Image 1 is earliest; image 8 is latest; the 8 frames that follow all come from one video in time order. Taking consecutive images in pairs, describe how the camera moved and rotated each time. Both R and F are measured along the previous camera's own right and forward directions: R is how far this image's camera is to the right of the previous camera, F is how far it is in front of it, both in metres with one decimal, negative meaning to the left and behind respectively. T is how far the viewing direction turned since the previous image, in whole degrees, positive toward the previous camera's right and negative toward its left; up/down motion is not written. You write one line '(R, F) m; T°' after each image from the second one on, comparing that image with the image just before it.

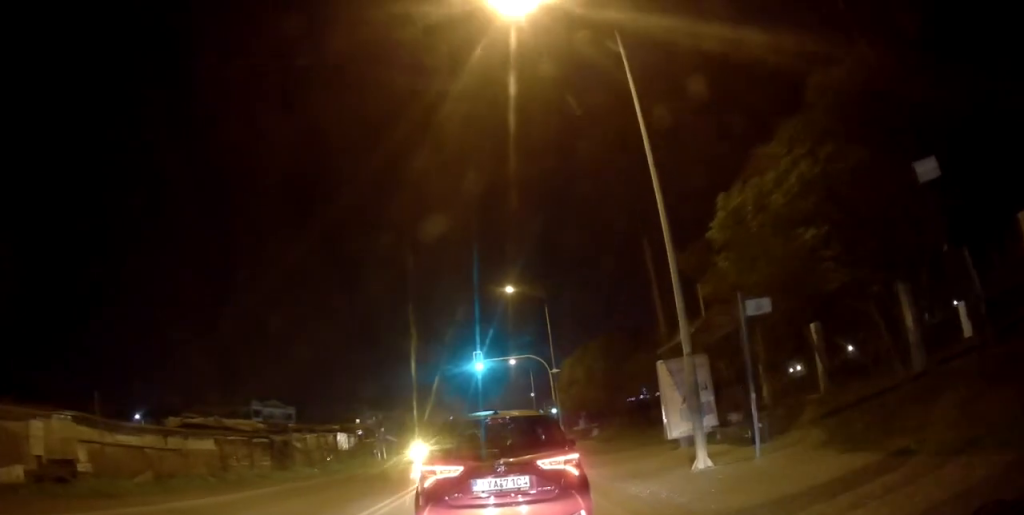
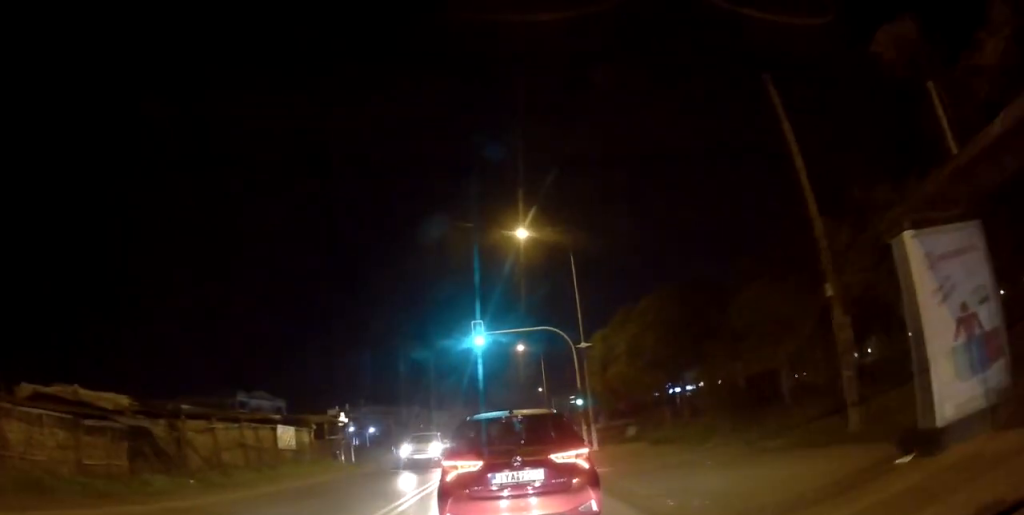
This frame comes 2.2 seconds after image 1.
(-0.2, +10.2) m; +1°
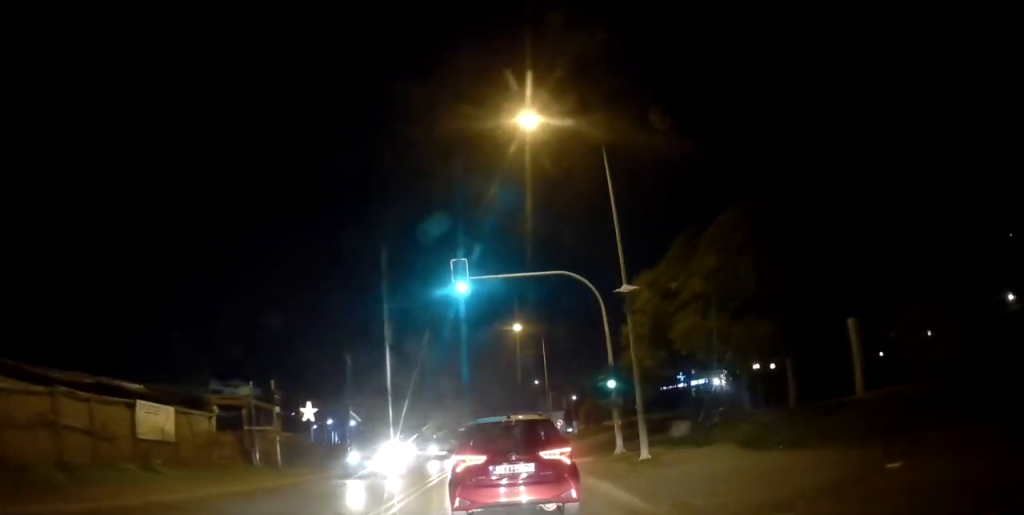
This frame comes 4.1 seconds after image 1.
(+0.2, +10.4) m; -1°
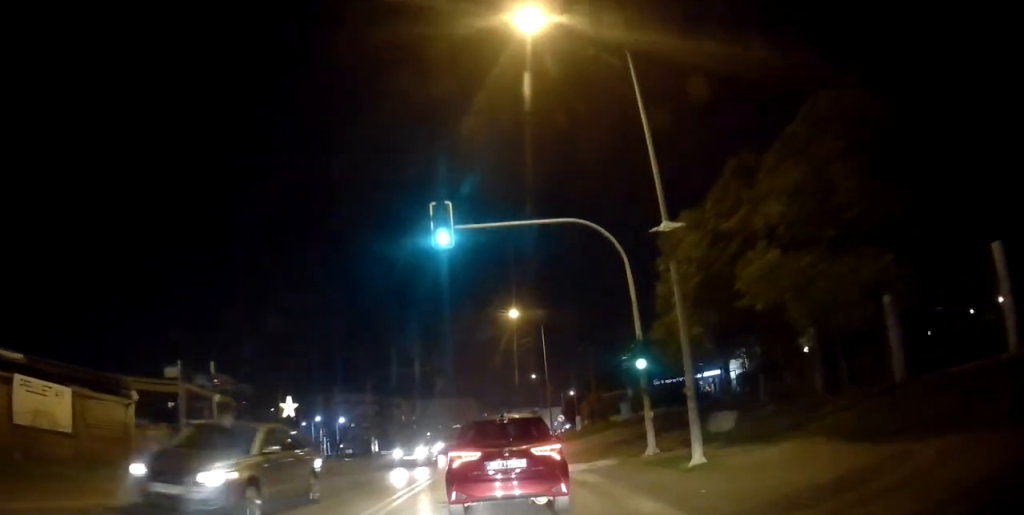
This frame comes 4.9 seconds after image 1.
(-0.1, +4.8) m; 0°
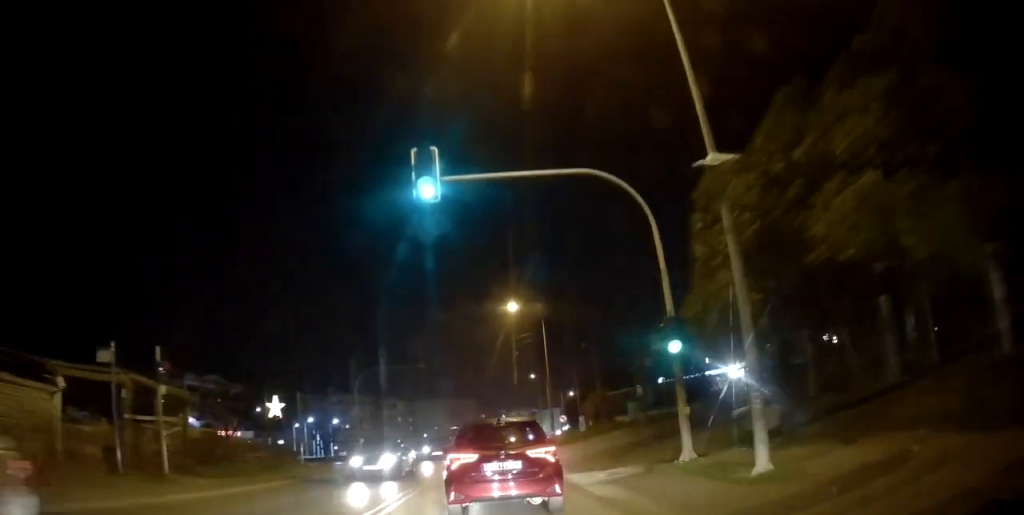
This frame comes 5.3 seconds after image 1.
(-0.2, +3.1) m; +1°
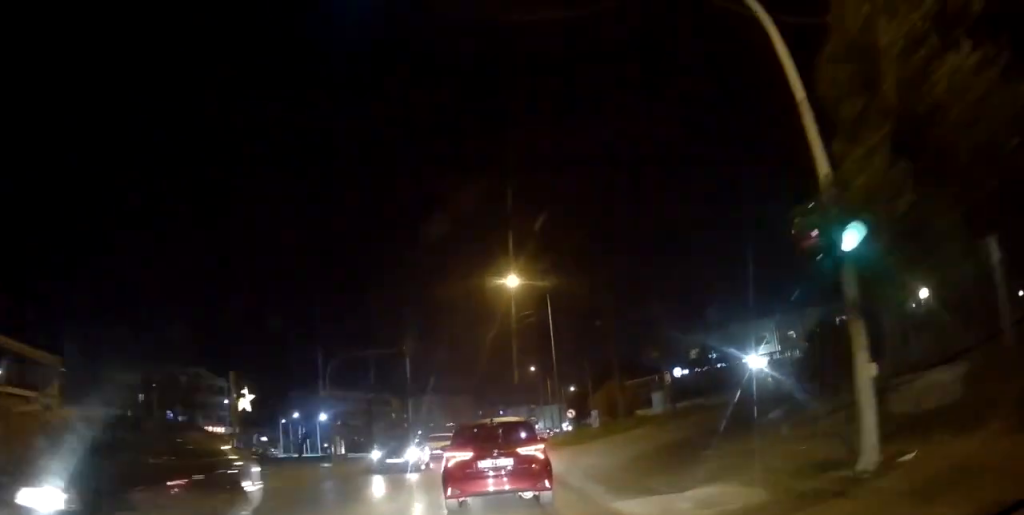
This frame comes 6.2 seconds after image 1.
(+0.4, +6.8) m; +4°
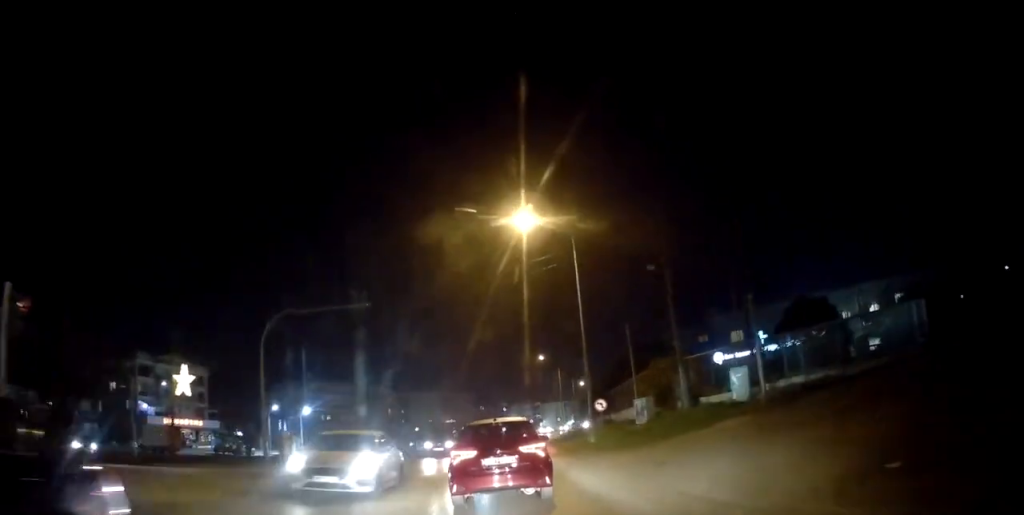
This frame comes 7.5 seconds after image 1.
(+0.3, +10.9) m; -1°
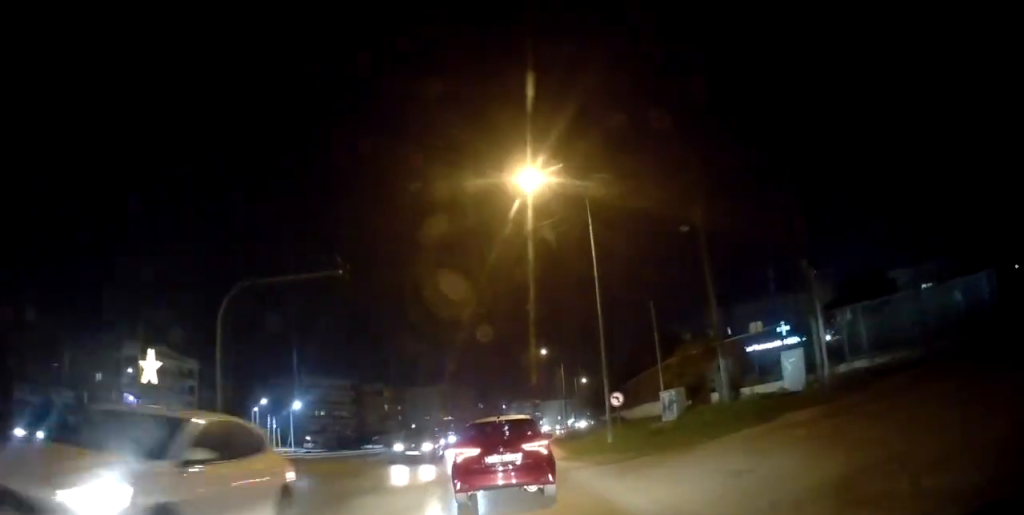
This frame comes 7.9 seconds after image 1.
(-0.2, +4.3) m; 0°
